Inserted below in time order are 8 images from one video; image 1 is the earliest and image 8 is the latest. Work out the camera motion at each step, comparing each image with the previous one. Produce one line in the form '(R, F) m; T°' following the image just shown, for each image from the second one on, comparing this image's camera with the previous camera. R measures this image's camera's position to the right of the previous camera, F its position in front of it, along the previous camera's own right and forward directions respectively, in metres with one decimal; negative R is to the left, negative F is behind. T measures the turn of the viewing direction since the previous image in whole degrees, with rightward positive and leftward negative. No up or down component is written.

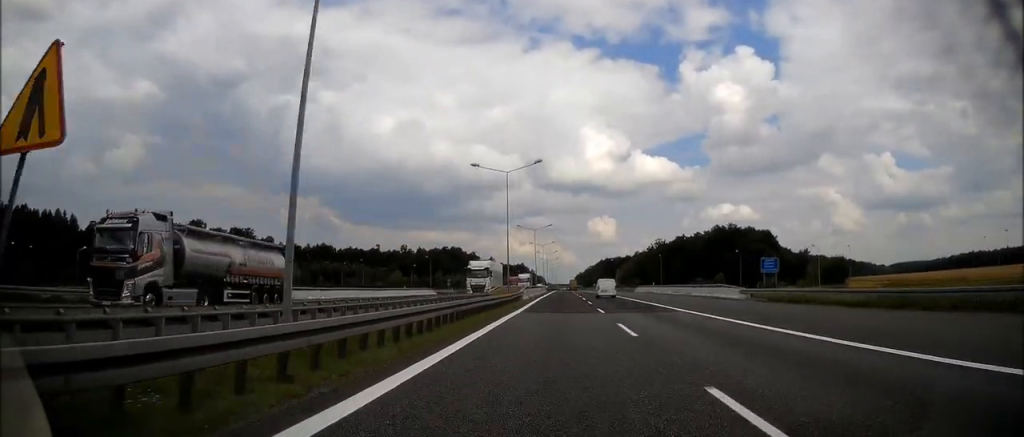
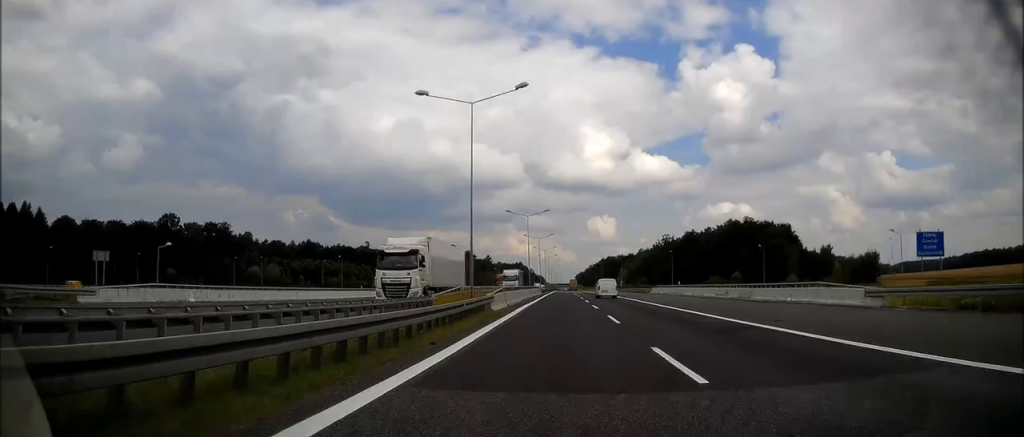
(+0.1, +19.9) m; 0°
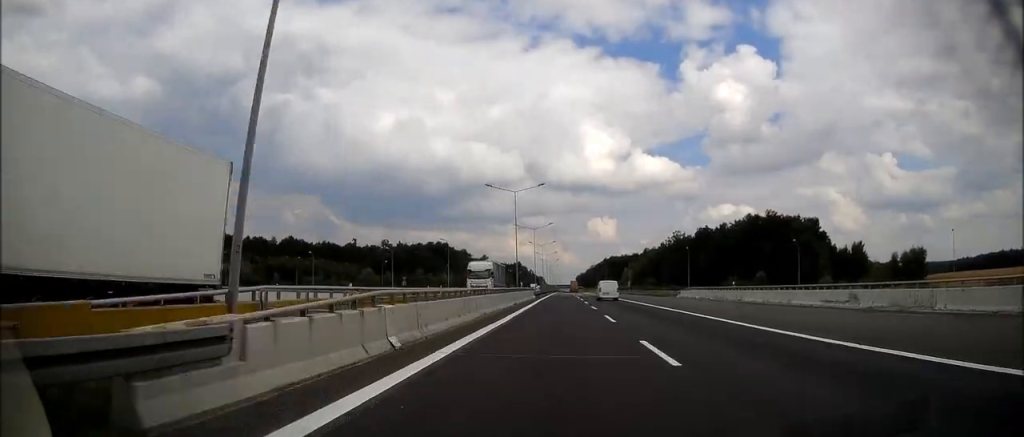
(0.0, +22.4) m; 0°
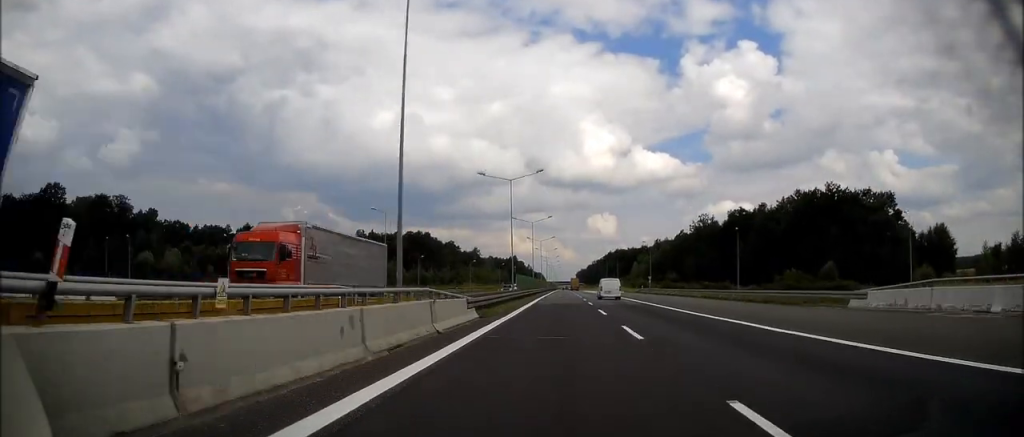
(0.0, +43.8) m; 0°
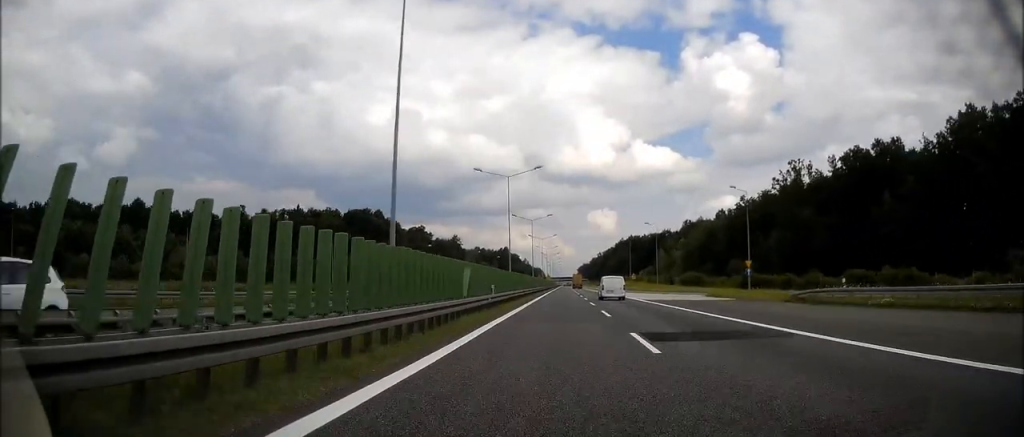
(+0.1, +75.3) m; 0°
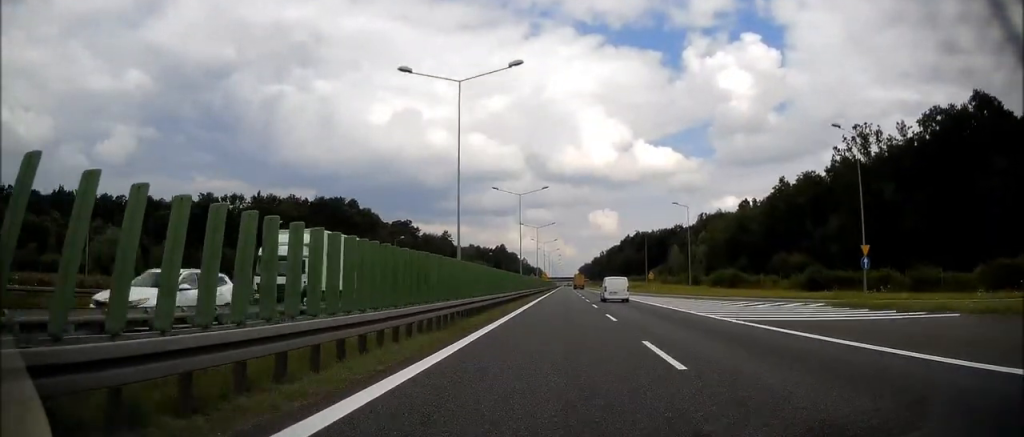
(0.0, +26.4) m; 0°
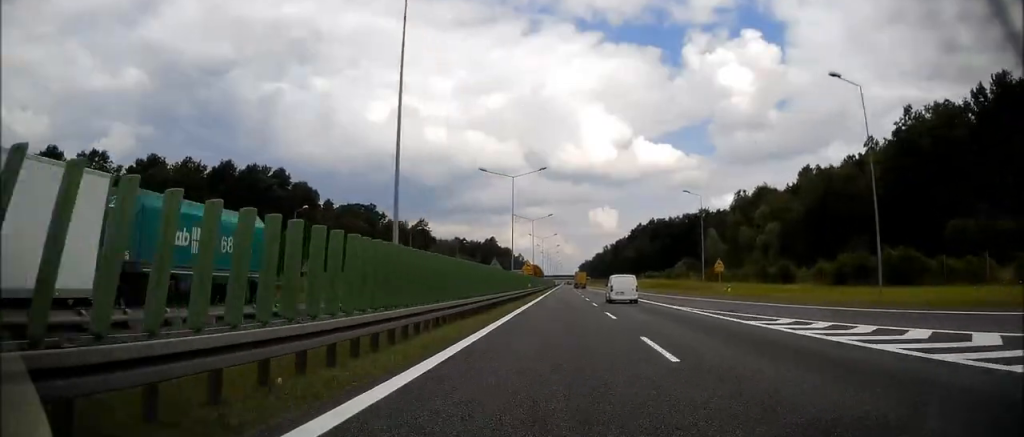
(0.0, +47.7) m; 0°
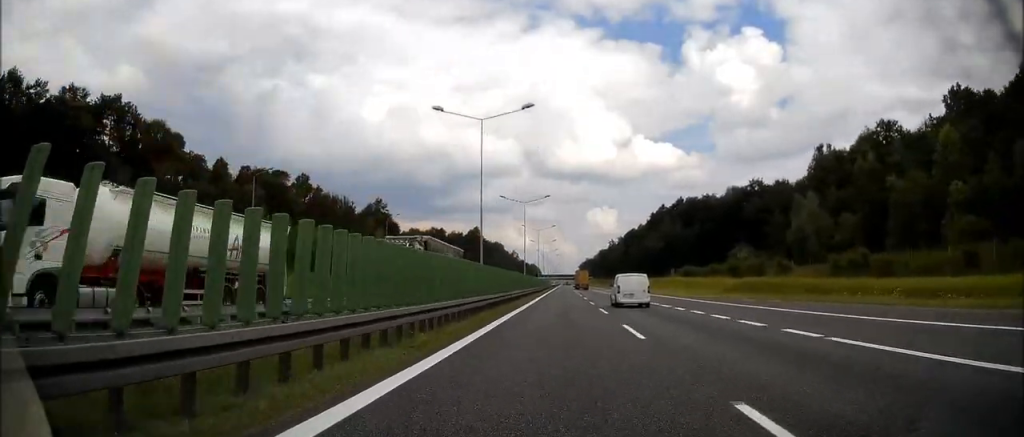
(0.0, +56.5) m; 0°
